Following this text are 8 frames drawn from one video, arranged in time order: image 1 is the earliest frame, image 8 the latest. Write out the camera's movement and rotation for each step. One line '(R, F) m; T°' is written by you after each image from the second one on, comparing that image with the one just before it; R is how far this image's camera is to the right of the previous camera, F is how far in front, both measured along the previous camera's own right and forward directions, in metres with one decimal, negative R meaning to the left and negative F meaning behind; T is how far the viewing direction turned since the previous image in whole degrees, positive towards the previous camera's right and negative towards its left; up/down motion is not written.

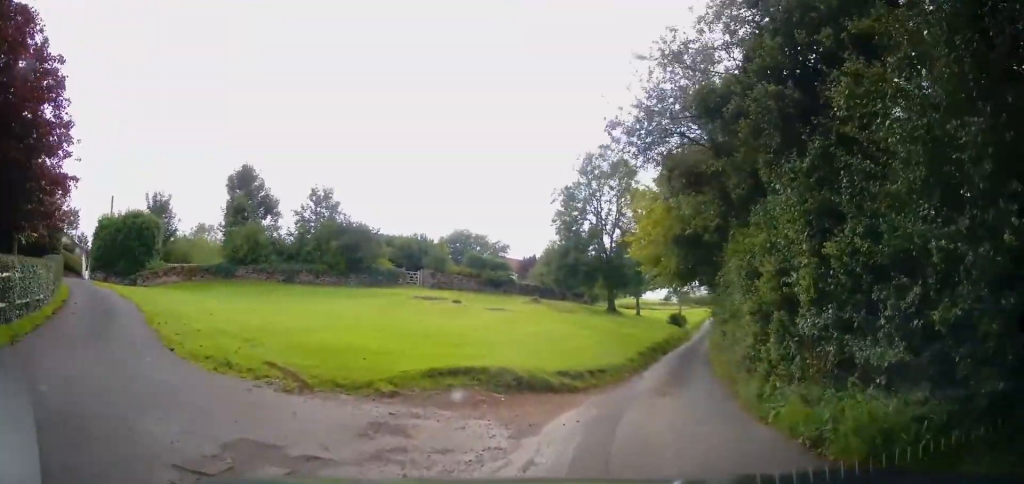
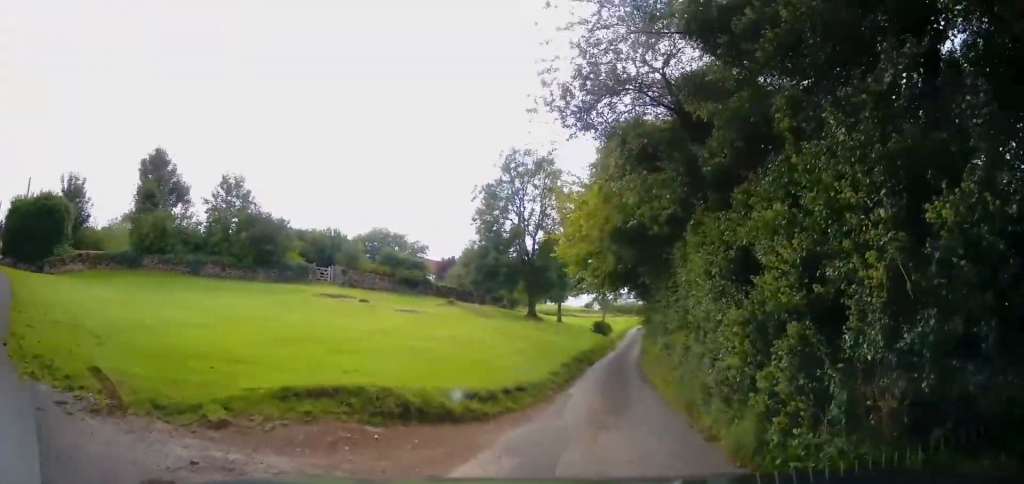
(+0.1, +2.7) m; +6°
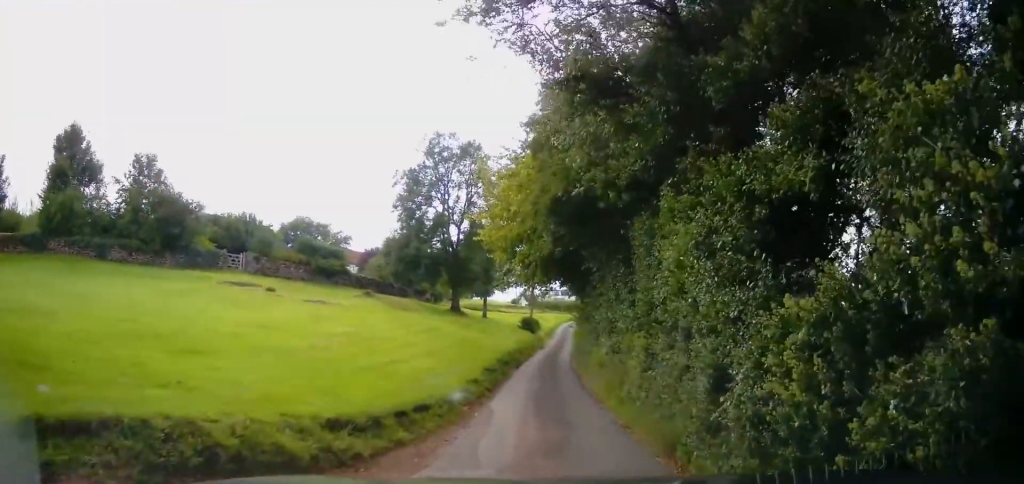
(+0.2, +3.0) m; +3°
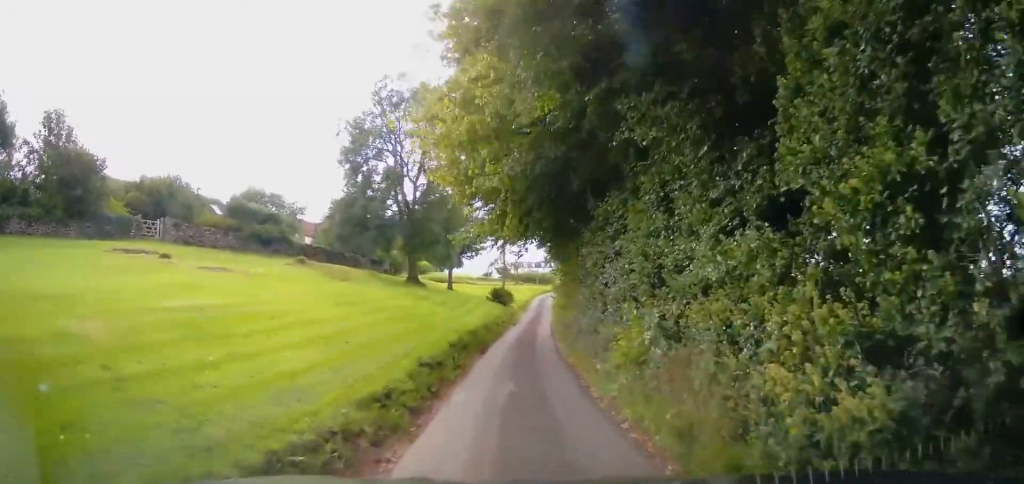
(-0.1, +6.5) m; -3°
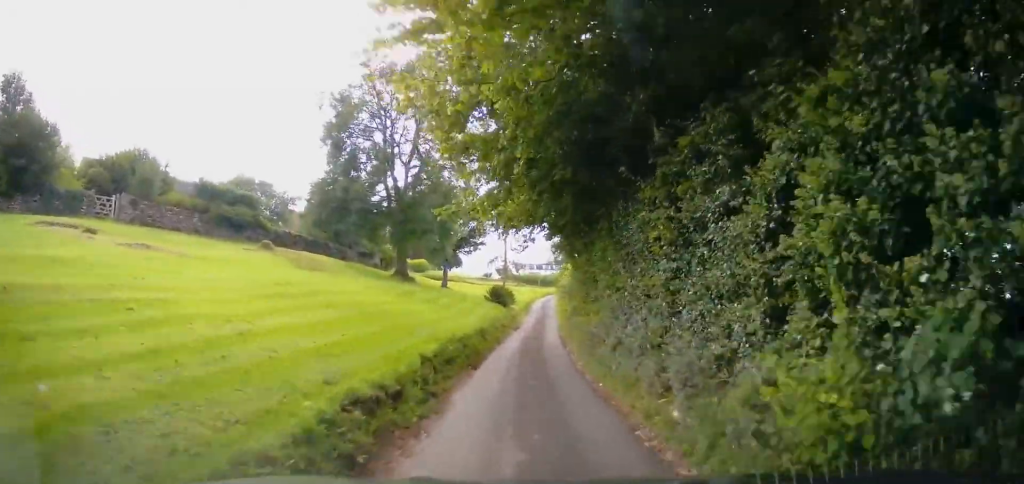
(-0.2, +4.4) m; -1°
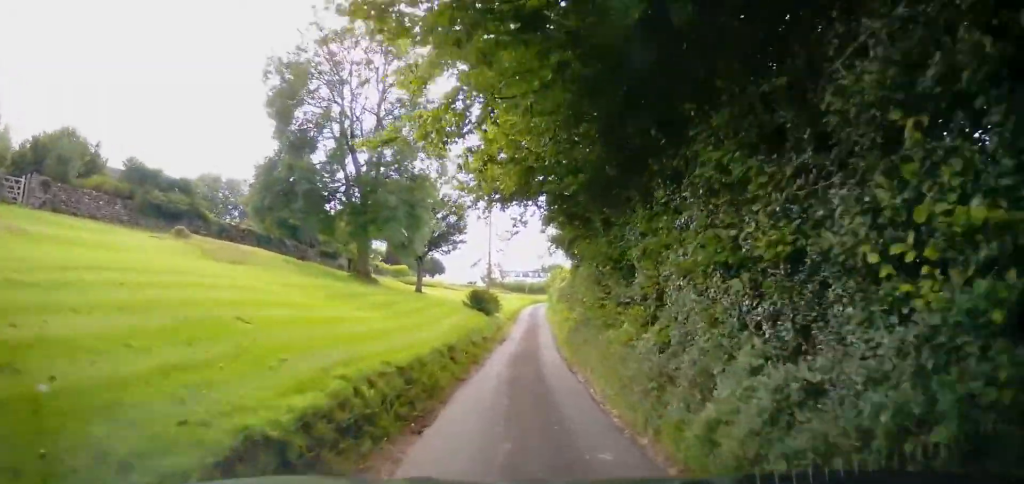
(+0.2, +6.1) m; +3°
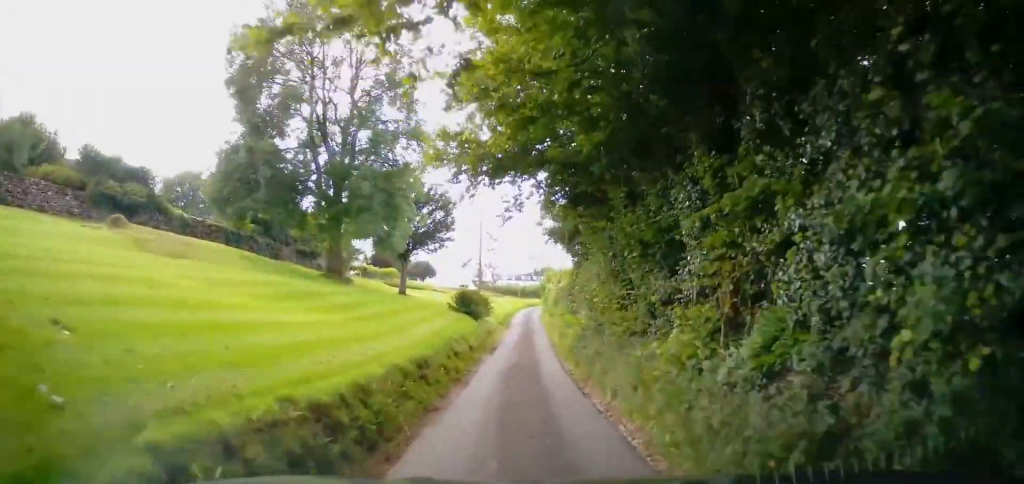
(+0.1, +3.0) m; +3°
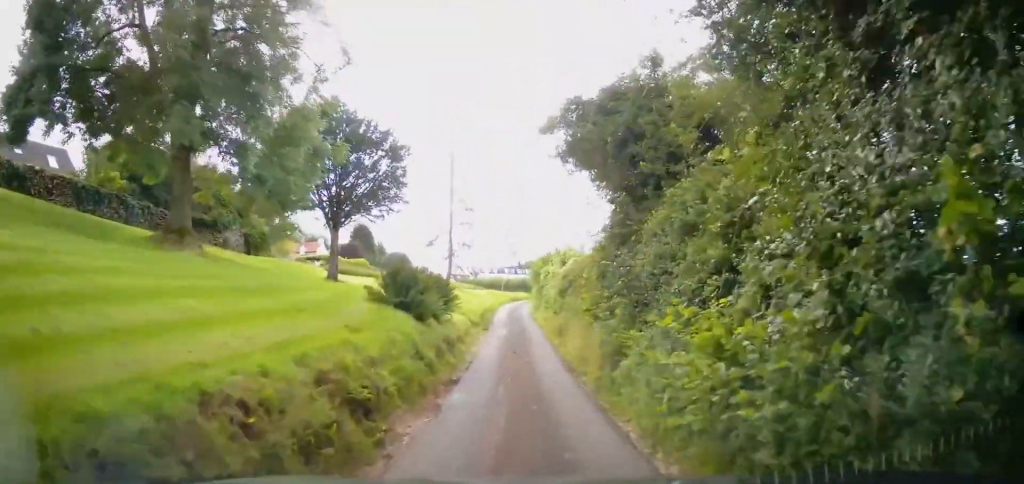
(+1.1, +11.4) m; +9°
